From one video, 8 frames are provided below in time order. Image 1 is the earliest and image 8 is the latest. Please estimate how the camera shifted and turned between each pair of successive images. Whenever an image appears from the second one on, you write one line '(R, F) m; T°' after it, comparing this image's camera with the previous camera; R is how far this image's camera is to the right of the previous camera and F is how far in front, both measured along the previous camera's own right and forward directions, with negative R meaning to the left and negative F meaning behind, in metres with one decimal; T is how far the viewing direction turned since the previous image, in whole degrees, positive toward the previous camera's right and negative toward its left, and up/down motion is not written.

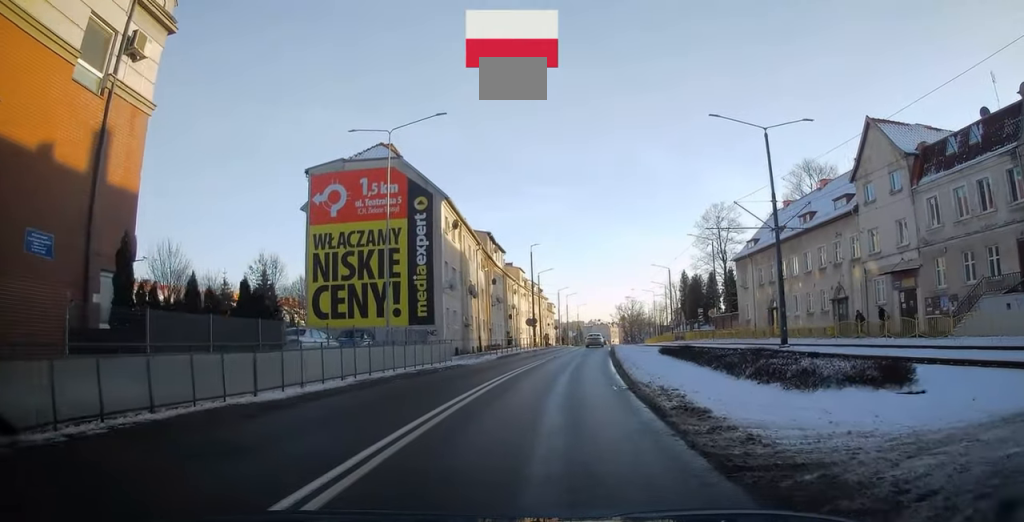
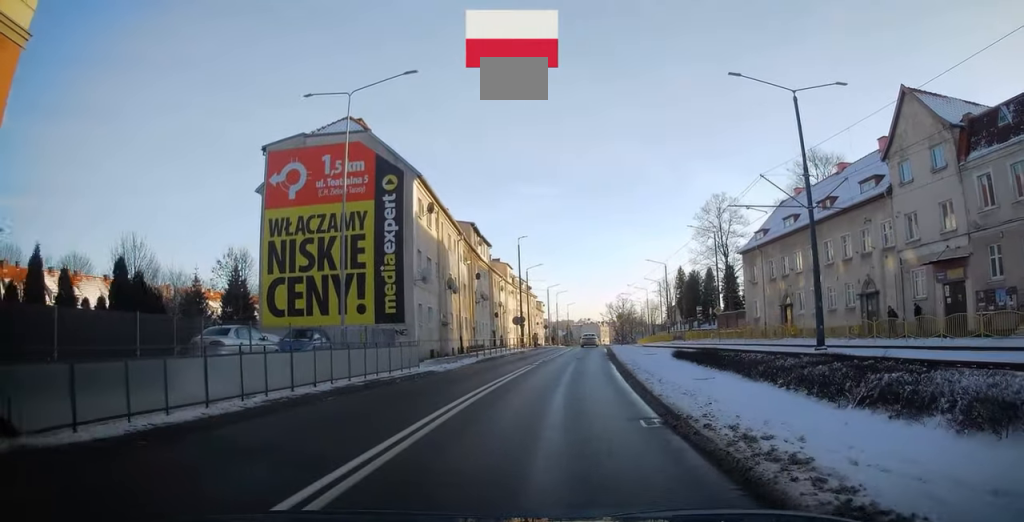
(0.0, +5.3) m; +1°
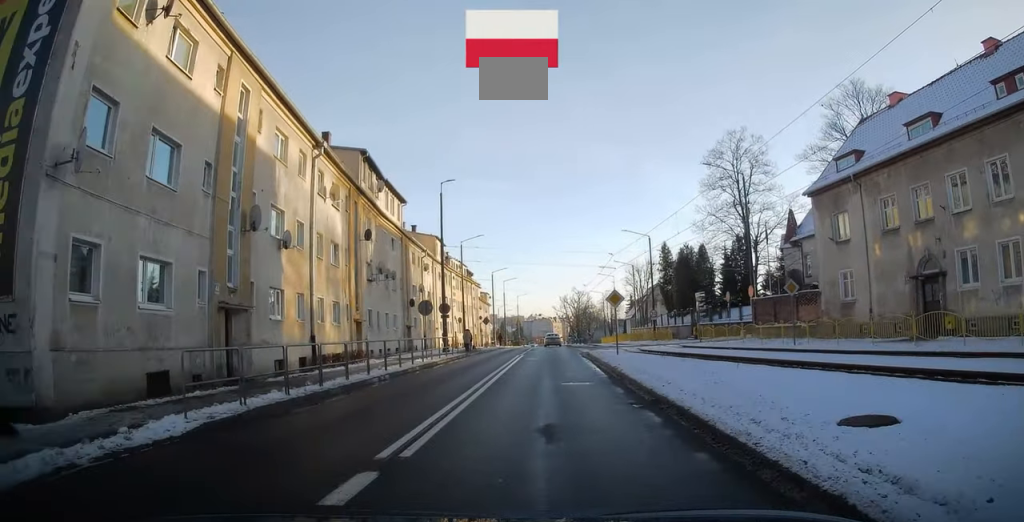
(+0.9, +23.8) m; +4°
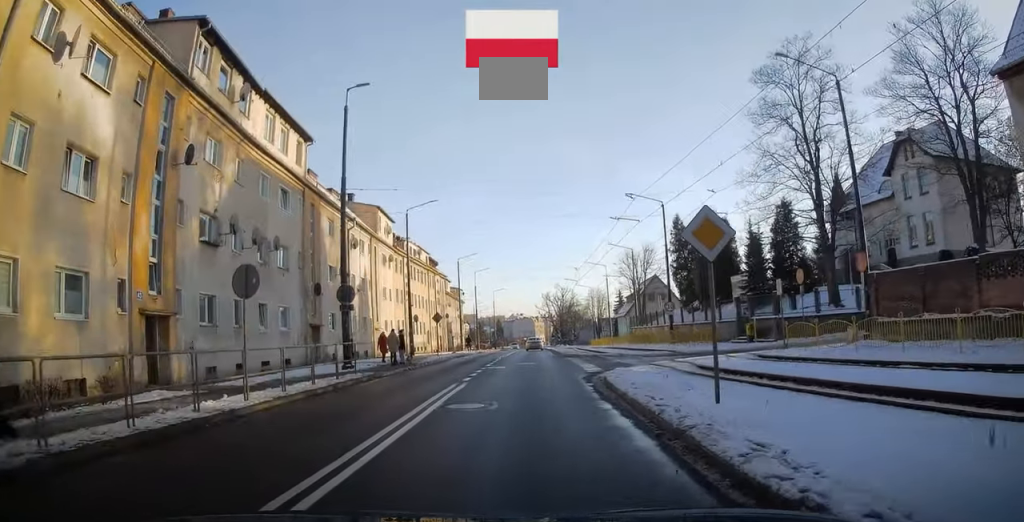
(+0.3, +17.7) m; +1°
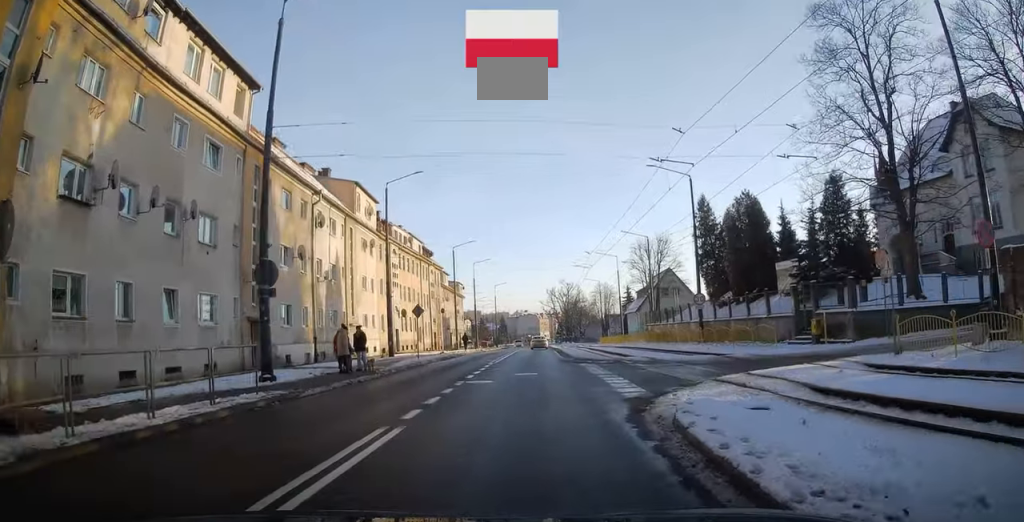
(0.0, +7.9) m; 0°
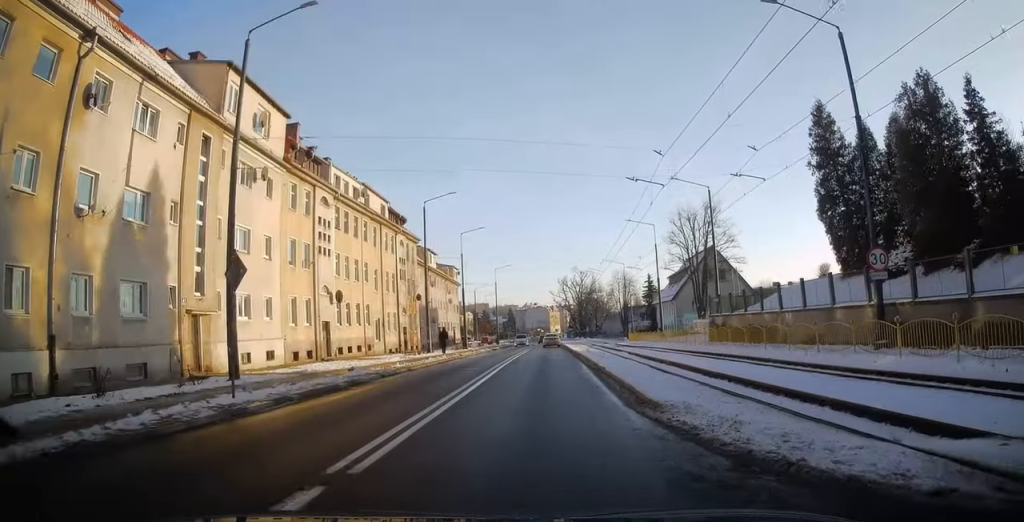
(-0.2, +21.7) m; -1°
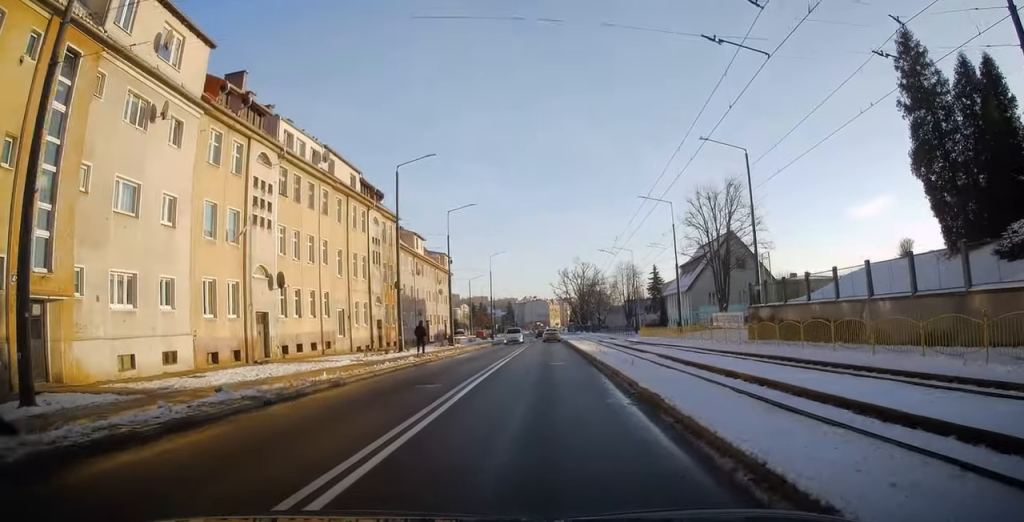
(0.0, +8.8) m; 0°
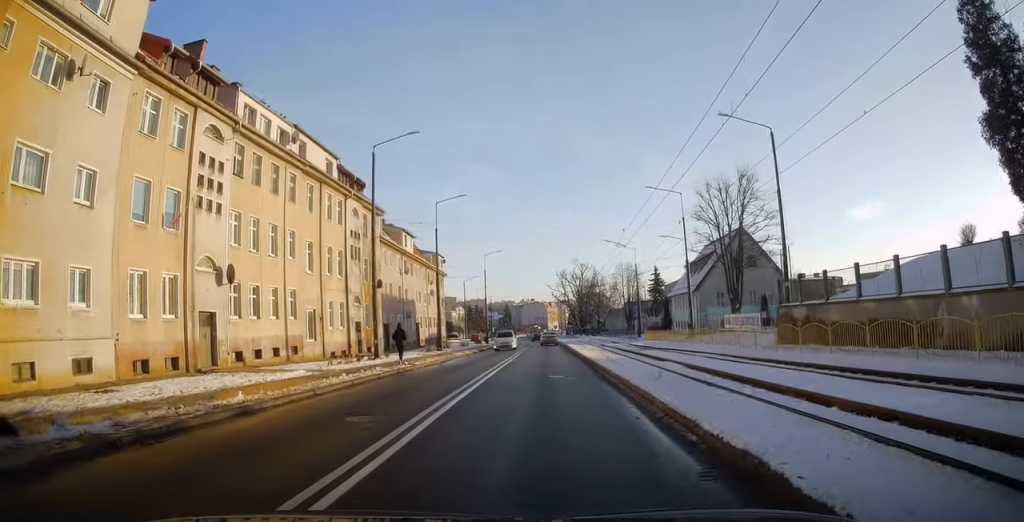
(0.0, +4.9) m; 0°
